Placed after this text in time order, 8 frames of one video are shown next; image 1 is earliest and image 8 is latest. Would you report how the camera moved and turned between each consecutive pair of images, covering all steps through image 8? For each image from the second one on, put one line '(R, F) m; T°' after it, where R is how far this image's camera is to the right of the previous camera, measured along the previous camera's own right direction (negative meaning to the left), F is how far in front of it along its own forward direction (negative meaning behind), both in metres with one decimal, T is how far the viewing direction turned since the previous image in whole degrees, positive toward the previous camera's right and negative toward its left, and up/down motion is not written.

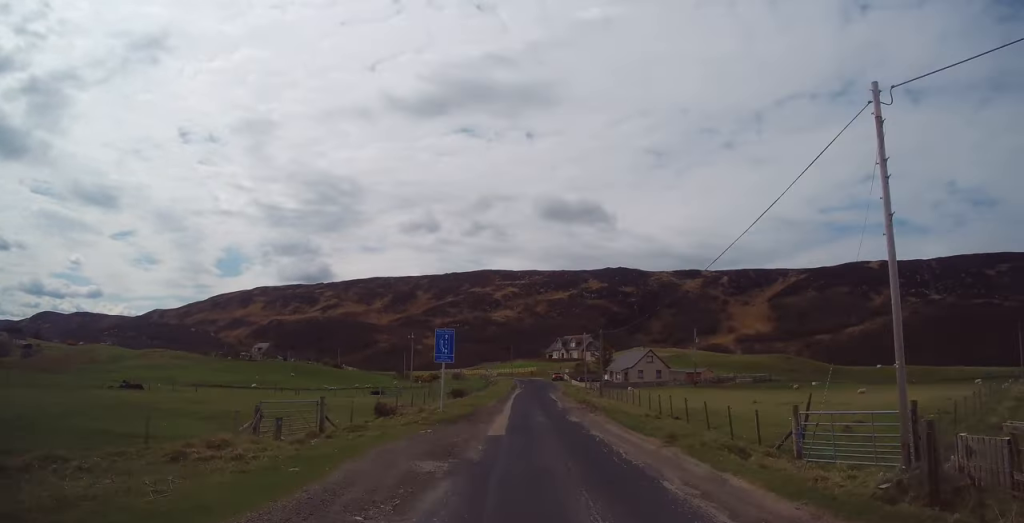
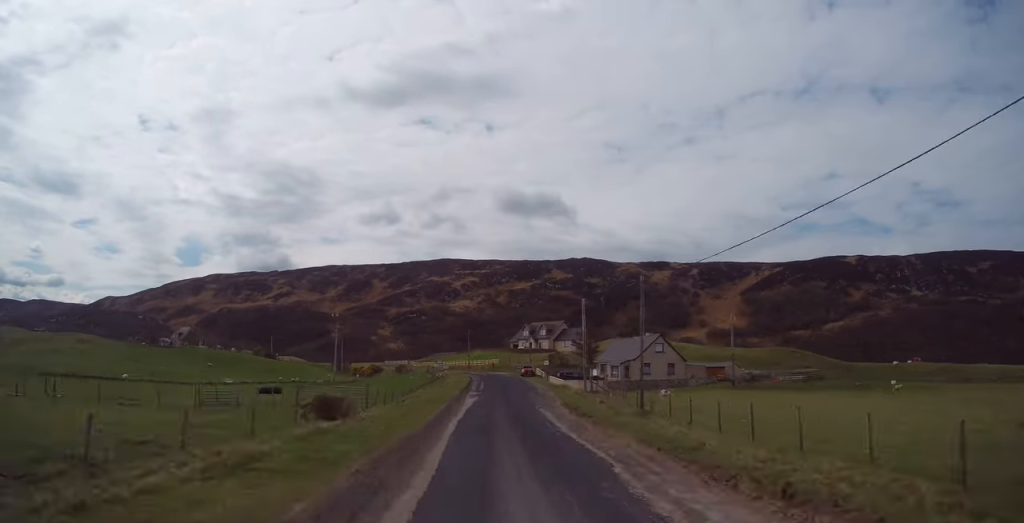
(+2.1, +28.4) m; +3°
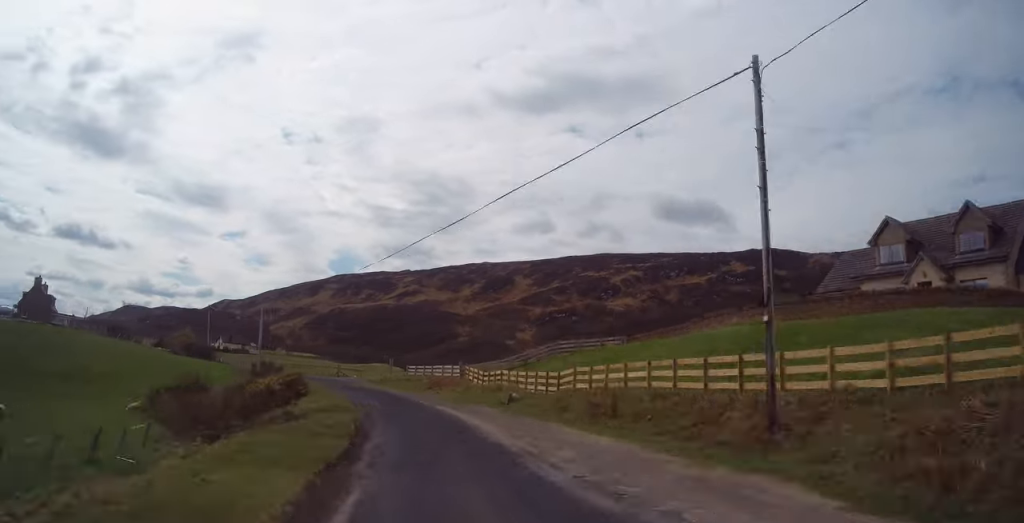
(-8.5, +109.3) m; -22°
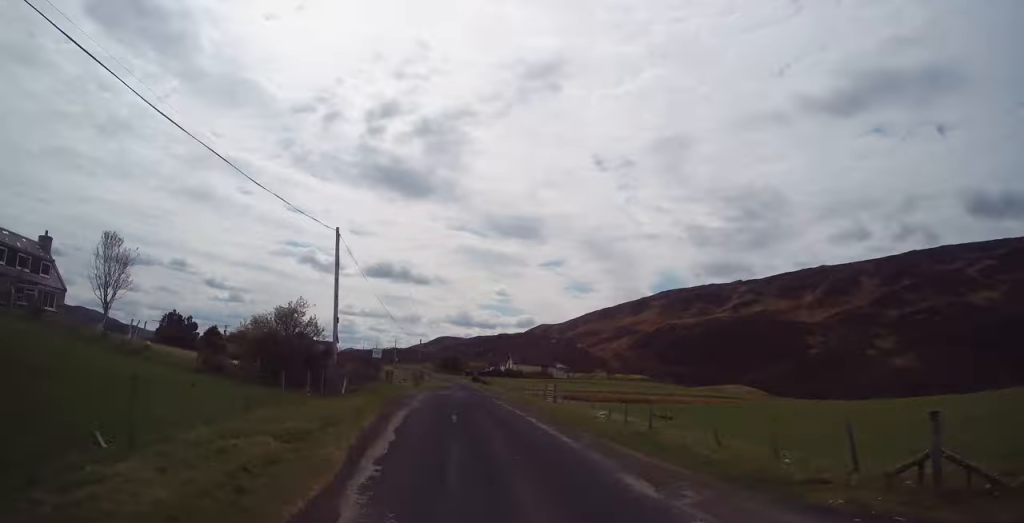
(-14.8, +64.3) m; -19°
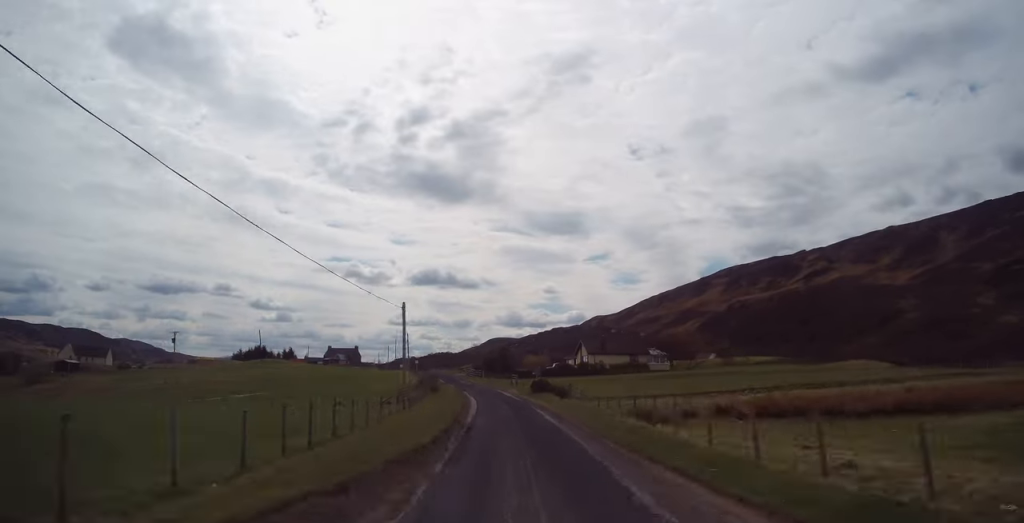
(-3.7, +46.8) m; -8°
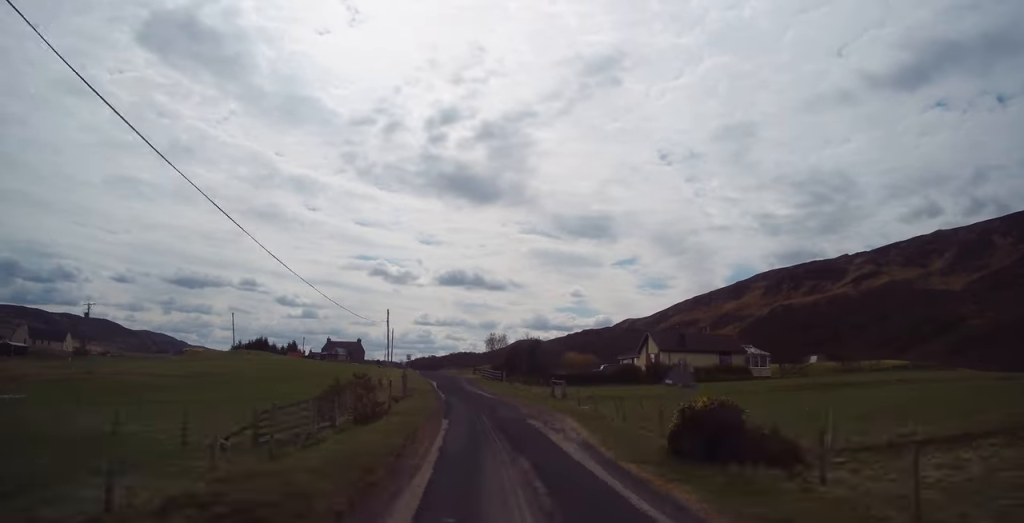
(-1.3, +31.4) m; -4°
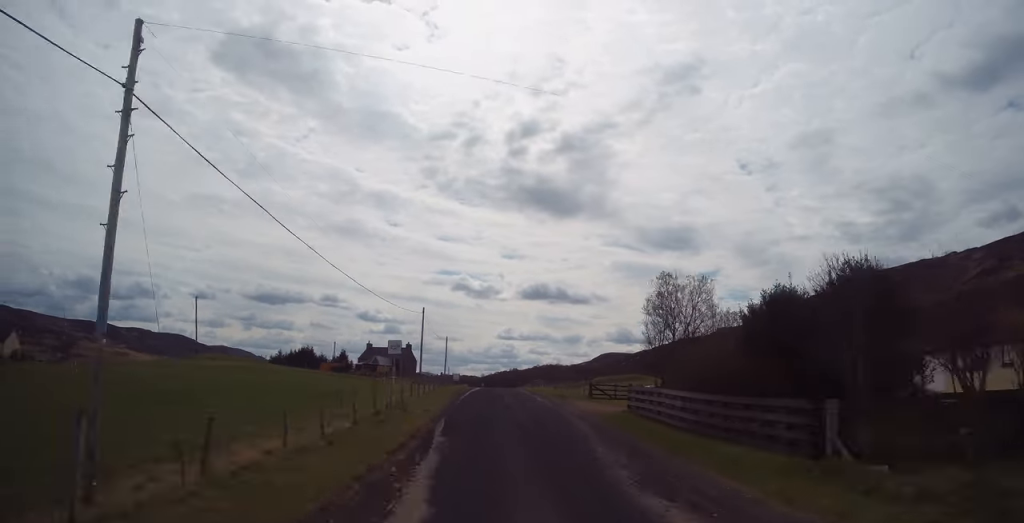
(-2.4, +48.7) m; -4°
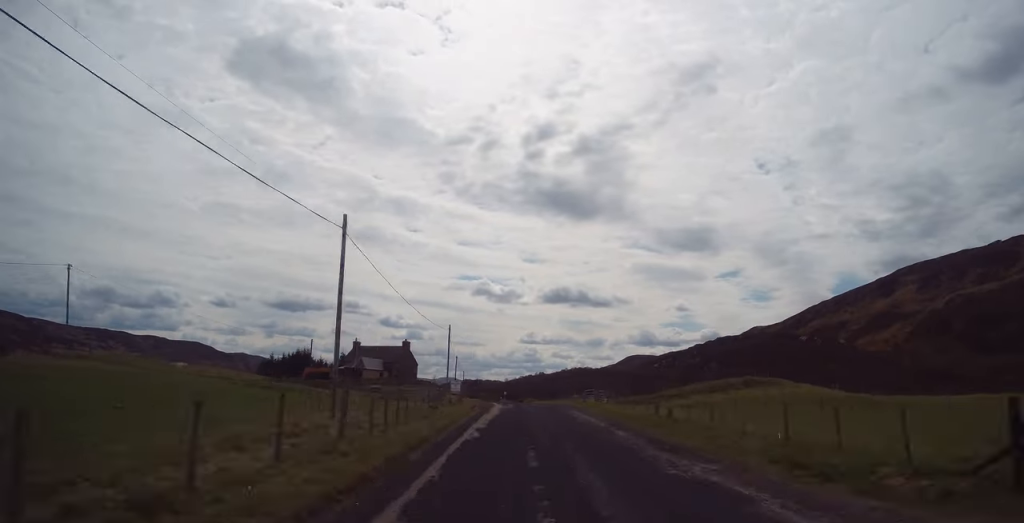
(-0.7, +32.4) m; -2°
